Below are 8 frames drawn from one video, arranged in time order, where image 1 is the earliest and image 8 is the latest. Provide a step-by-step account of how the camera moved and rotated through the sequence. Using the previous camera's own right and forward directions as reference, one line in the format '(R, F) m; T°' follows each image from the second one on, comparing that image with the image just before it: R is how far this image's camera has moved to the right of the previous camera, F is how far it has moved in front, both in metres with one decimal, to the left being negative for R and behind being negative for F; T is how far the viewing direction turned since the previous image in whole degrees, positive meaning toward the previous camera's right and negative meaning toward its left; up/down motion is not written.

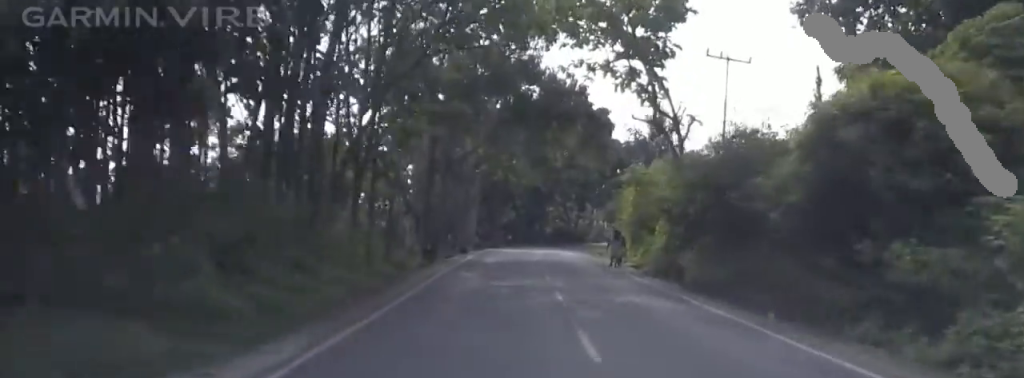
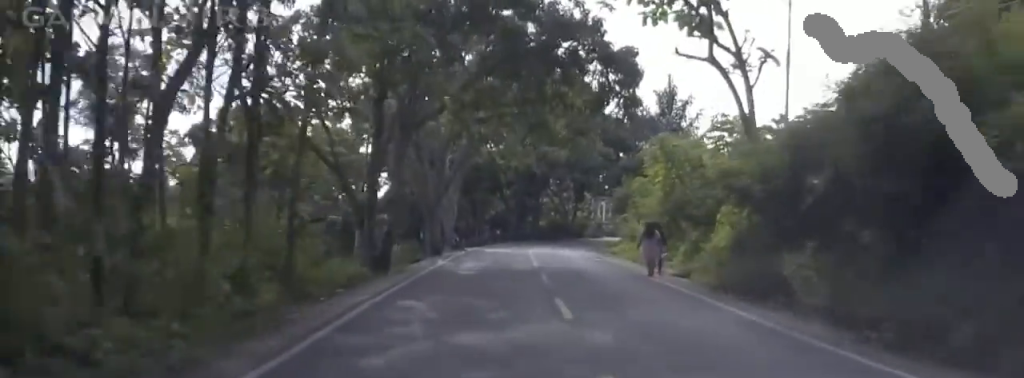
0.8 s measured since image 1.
(+1.0, +12.5) m; 0°
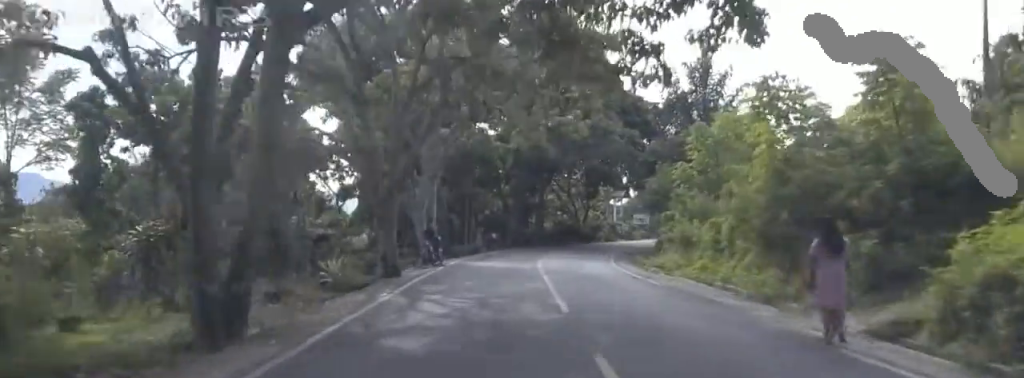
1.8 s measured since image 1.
(-0.9, +14.7) m; 0°
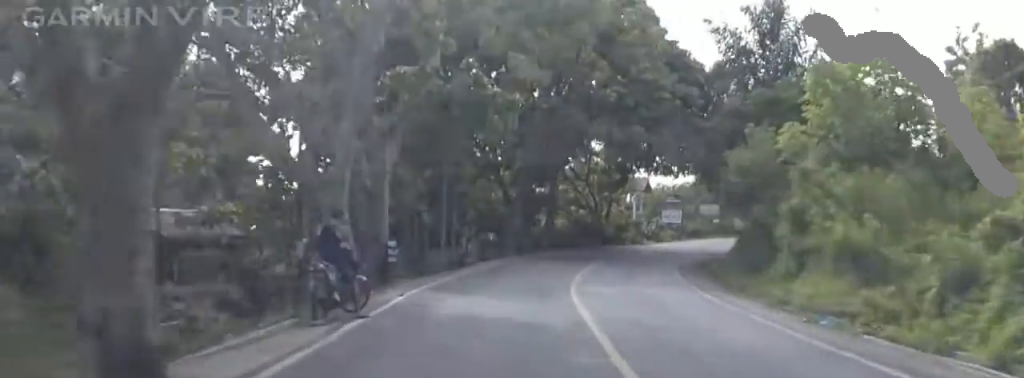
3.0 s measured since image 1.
(+1.1, +17.1) m; +5°
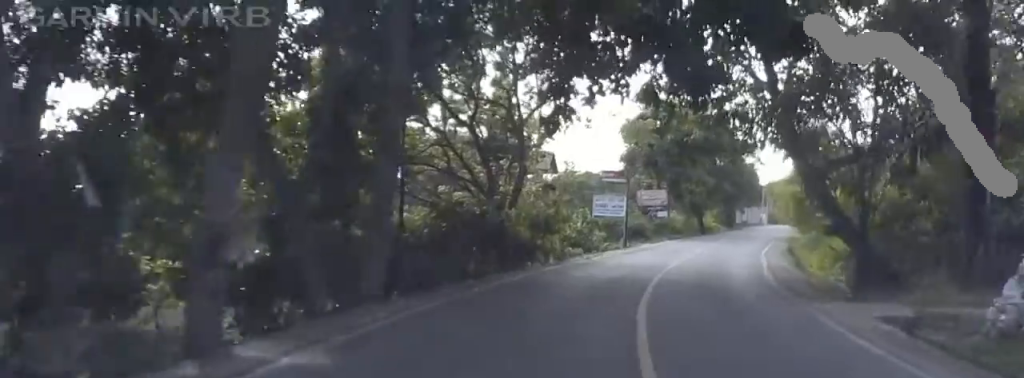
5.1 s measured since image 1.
(+2.1, +30.4) m; +9°
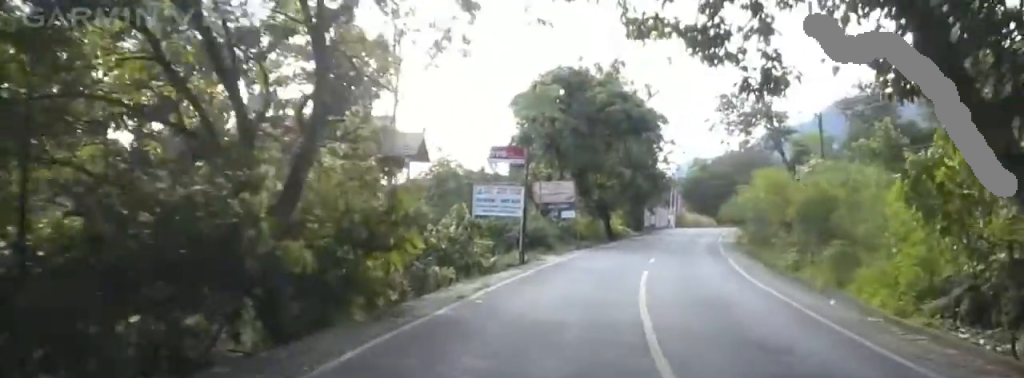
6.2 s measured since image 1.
(+0.4, +15.5) m; +5°
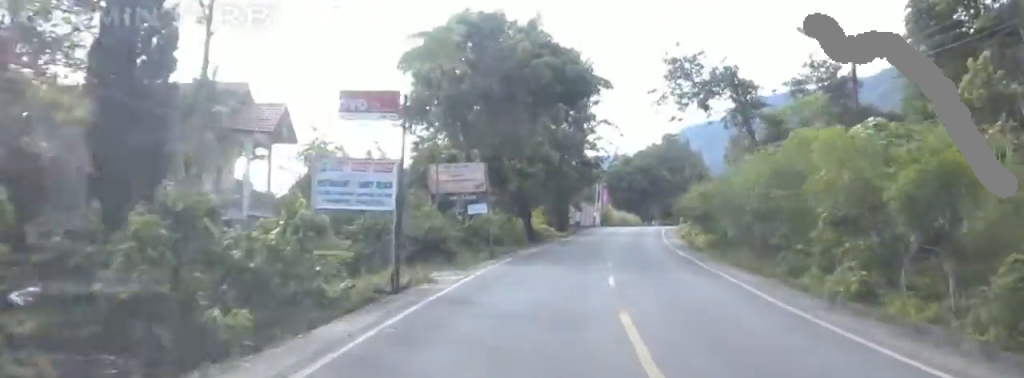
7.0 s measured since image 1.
(+0.6, +12.4) m; +3°
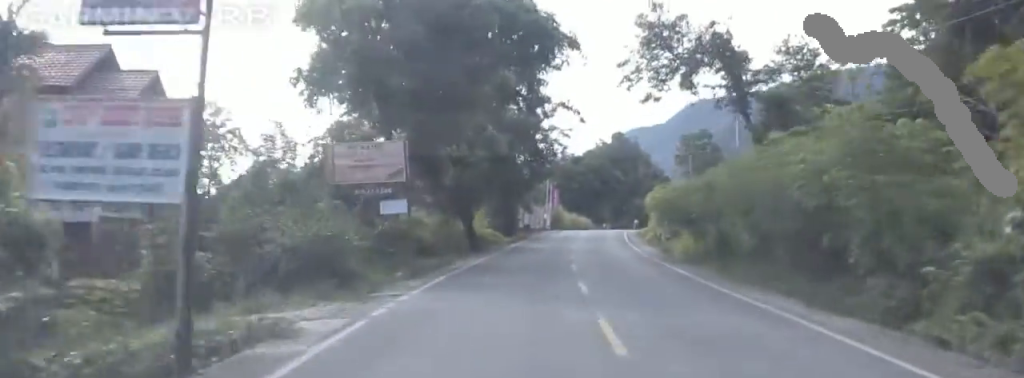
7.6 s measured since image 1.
(0.0, +9.0) m; +3°
